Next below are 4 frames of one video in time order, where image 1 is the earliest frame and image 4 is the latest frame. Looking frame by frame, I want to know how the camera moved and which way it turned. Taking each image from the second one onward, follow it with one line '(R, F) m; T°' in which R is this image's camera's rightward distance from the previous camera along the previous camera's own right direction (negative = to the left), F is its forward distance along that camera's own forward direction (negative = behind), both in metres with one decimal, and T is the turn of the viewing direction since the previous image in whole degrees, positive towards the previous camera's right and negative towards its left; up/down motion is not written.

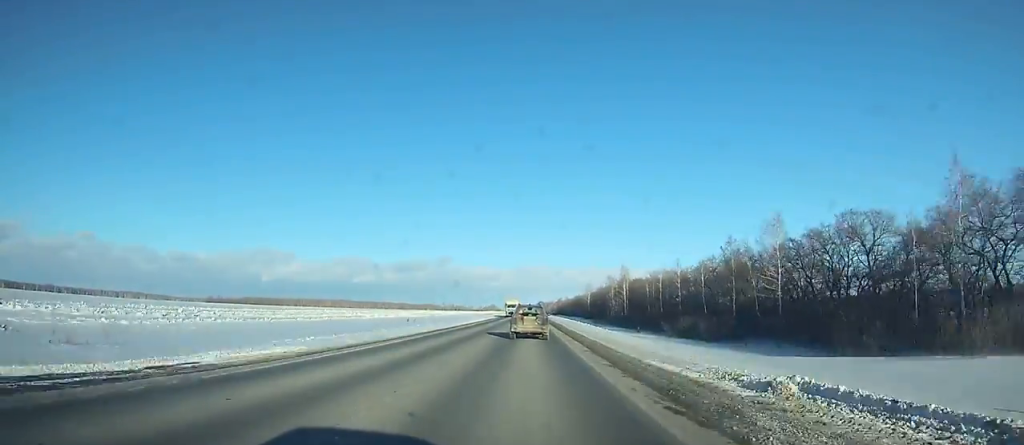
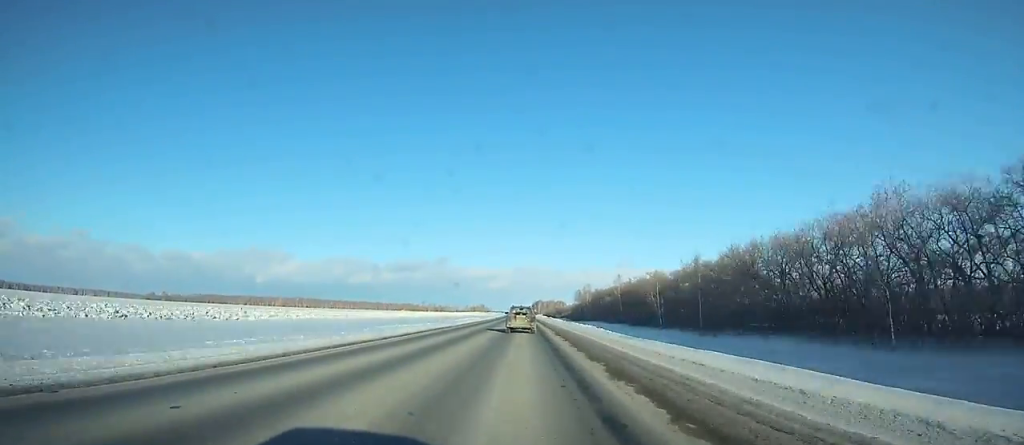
(+0.6, +197.4) m; 0°
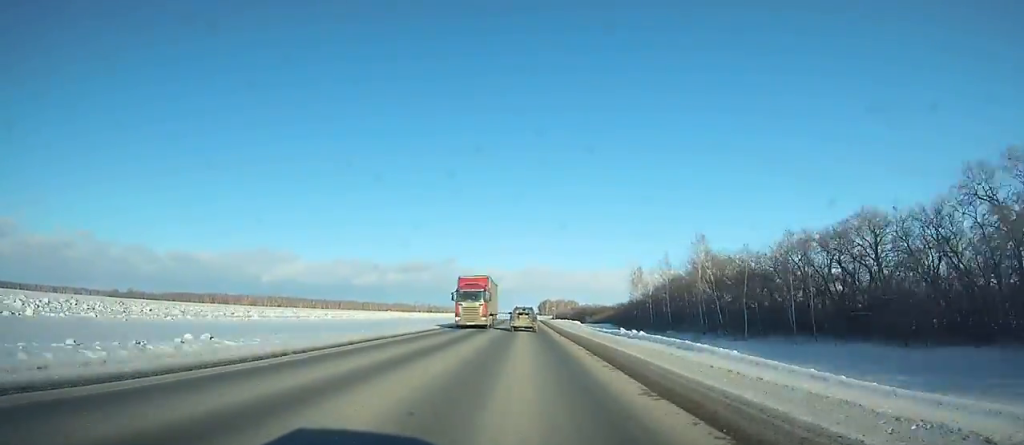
(-1.1, +121.9) m; -1°
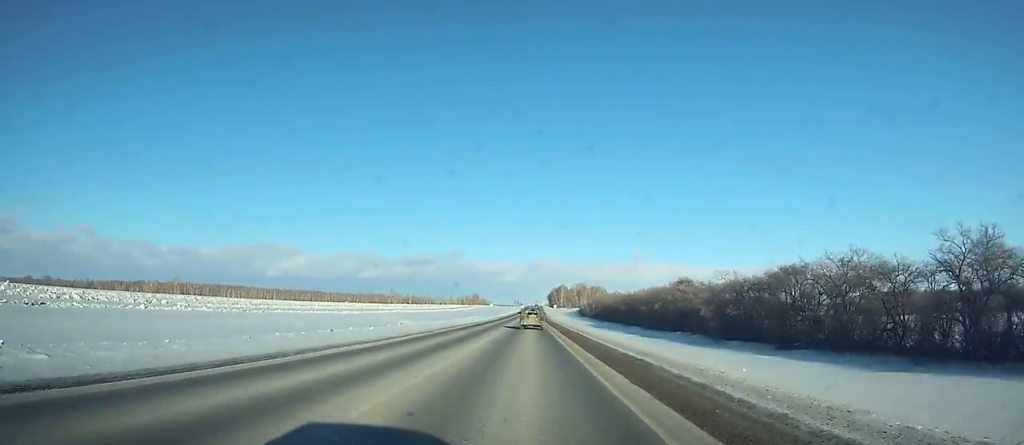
(-0.6, +211.6) m; 0°
